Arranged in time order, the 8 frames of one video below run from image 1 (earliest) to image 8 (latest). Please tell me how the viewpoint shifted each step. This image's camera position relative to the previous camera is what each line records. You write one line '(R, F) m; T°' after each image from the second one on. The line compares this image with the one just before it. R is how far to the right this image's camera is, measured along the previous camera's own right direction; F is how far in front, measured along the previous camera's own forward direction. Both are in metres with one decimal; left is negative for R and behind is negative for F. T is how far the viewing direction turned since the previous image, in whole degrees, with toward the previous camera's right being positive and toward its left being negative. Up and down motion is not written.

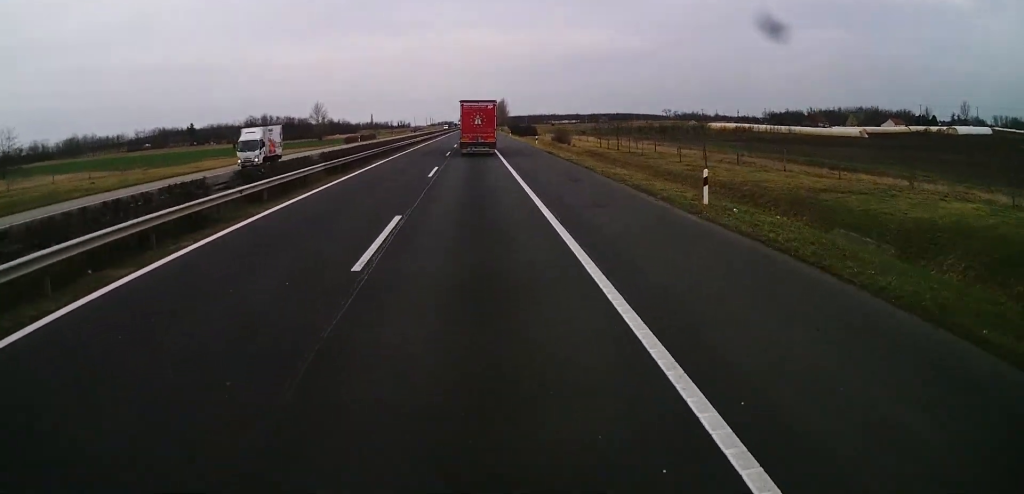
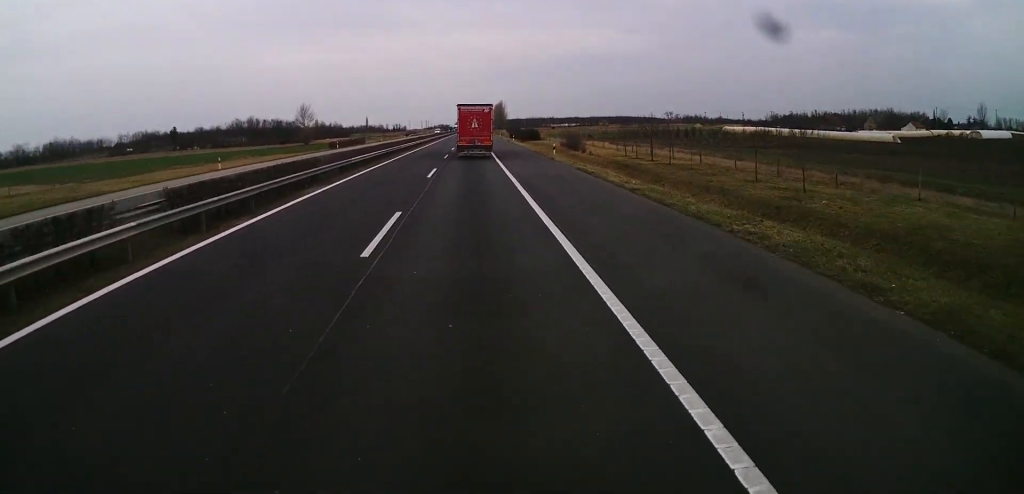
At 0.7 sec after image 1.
(+0.2, +17.0) m; 0°
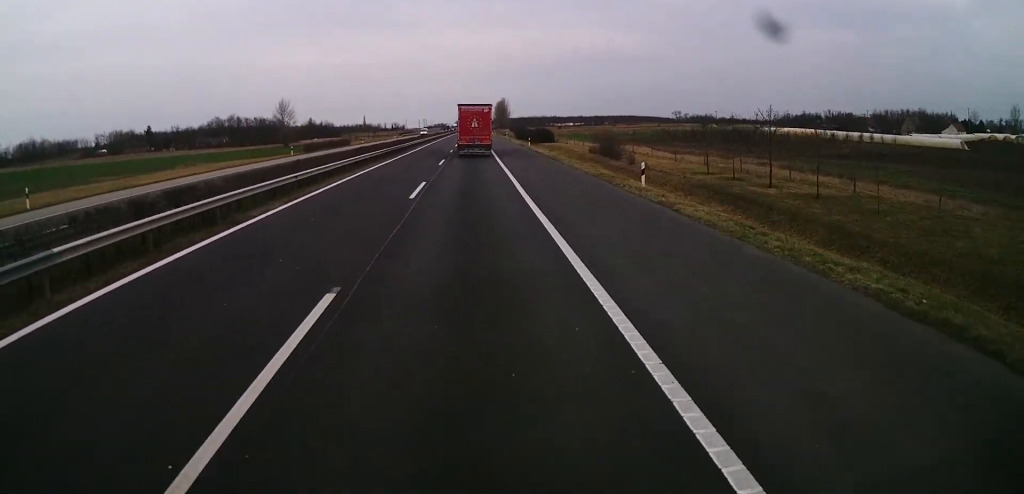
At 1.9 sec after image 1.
(0.0, +27.0) m; 0°
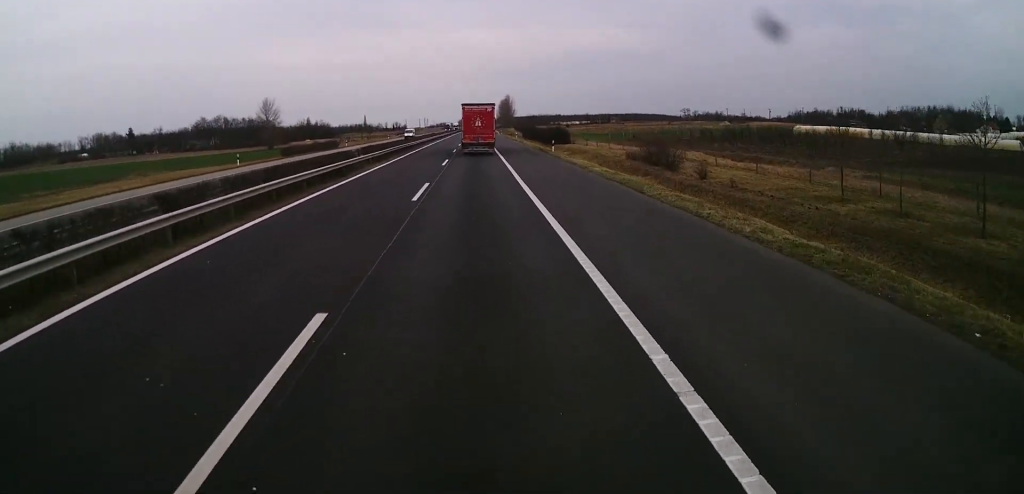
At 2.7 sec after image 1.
(+0.1, +19.2) m; +1°
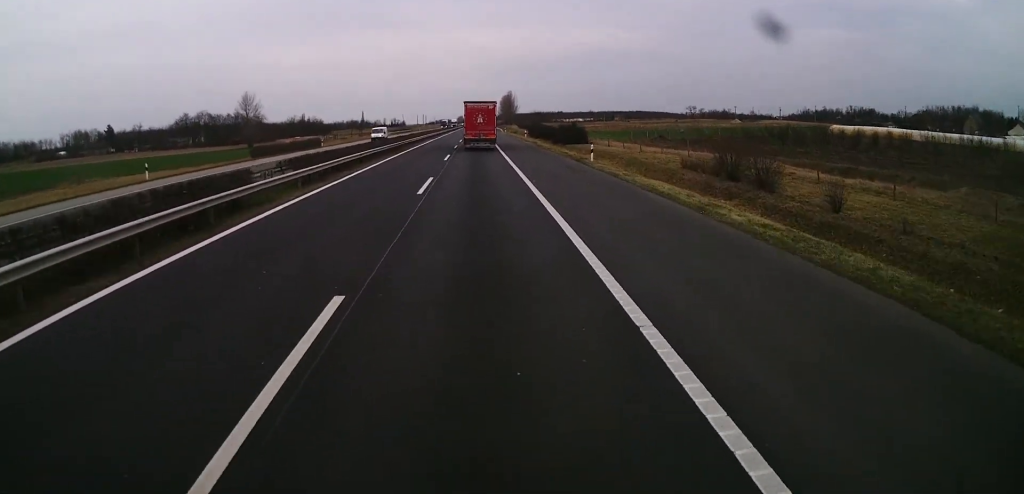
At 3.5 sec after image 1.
(+0.2, +17.7) m; 0°
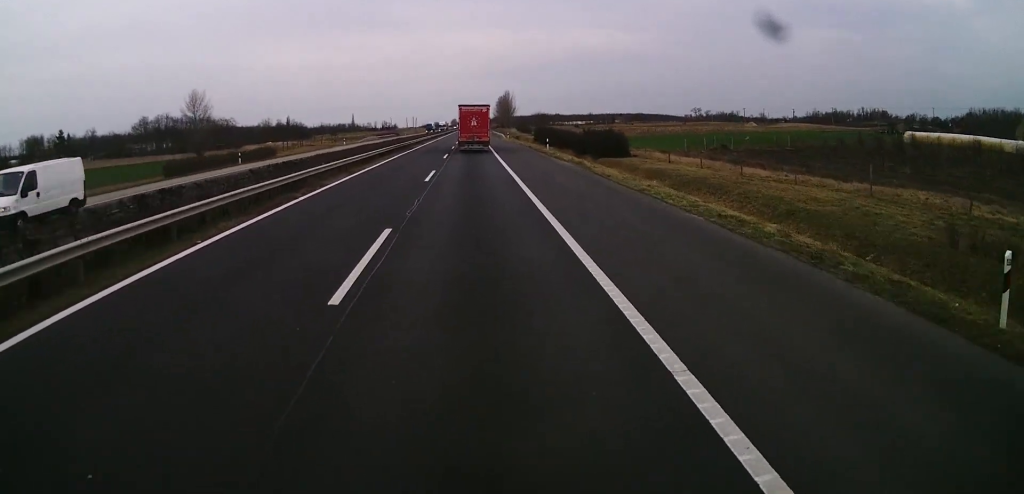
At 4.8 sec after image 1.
(-0.5, +30.7) m; -1°
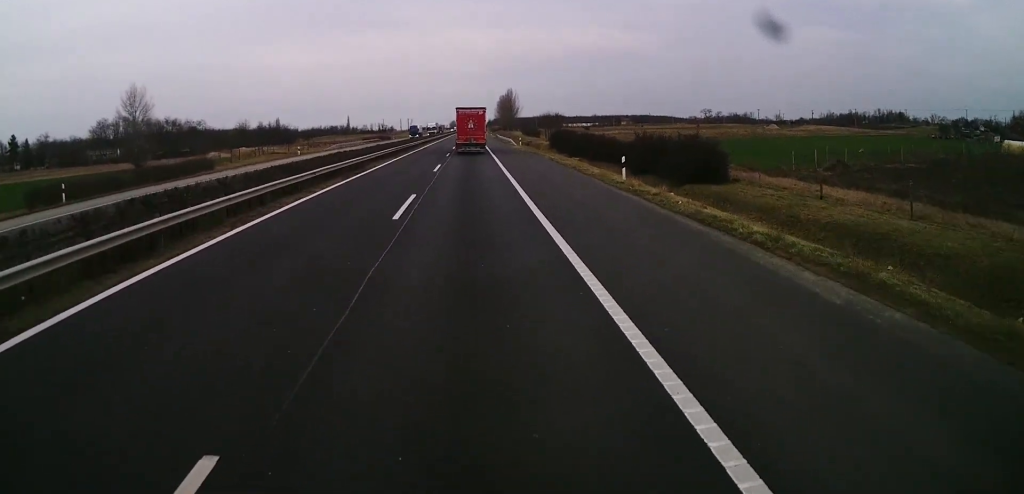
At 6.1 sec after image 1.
(+0.3, +28.4) m; +1°
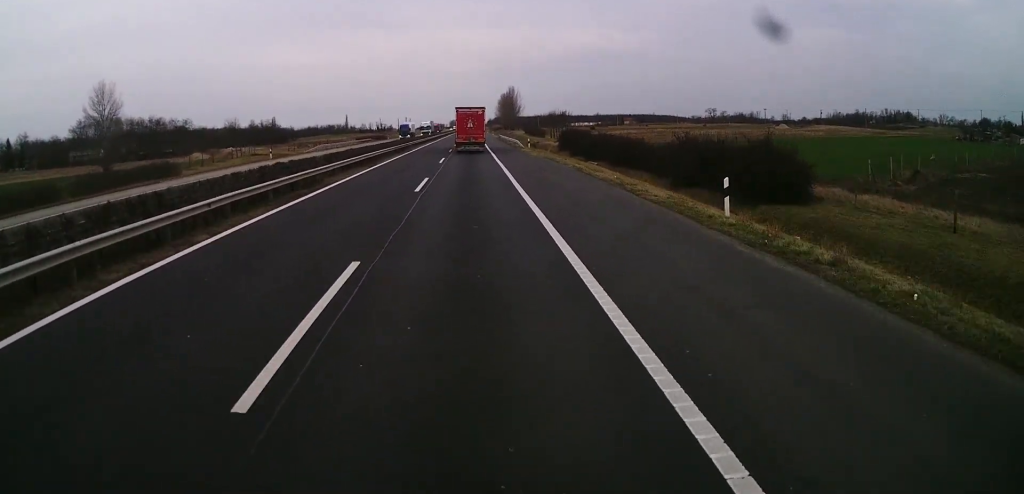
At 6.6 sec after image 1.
(0.0, +11.5) m; 0°
